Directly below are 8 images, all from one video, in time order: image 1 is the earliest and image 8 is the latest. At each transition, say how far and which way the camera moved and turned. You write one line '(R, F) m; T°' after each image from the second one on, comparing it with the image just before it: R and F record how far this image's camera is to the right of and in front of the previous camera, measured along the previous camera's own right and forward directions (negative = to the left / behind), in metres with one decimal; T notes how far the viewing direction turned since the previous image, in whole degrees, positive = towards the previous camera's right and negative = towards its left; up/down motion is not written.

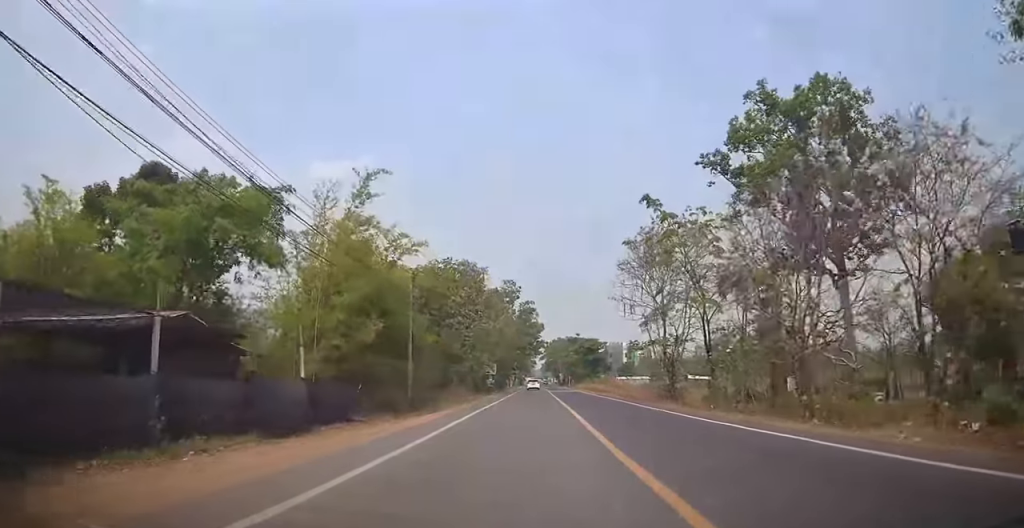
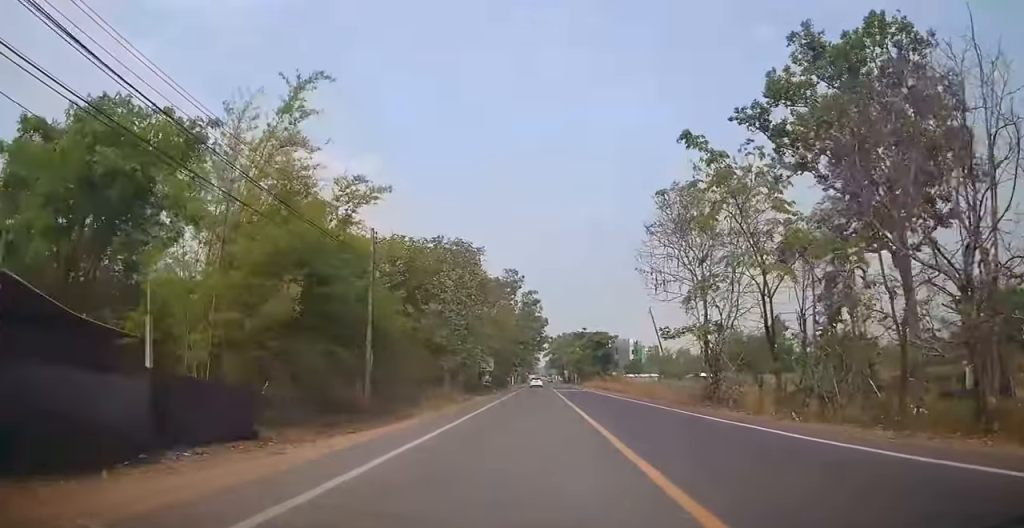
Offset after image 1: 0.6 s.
(0.0, +7.6) m; 0°
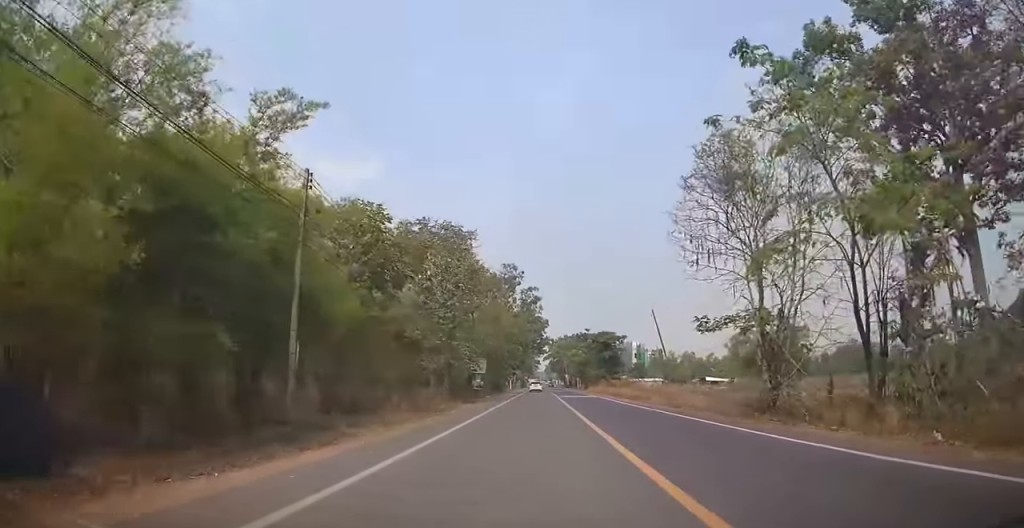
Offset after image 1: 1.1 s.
(0.0, +6.7) m; 0°
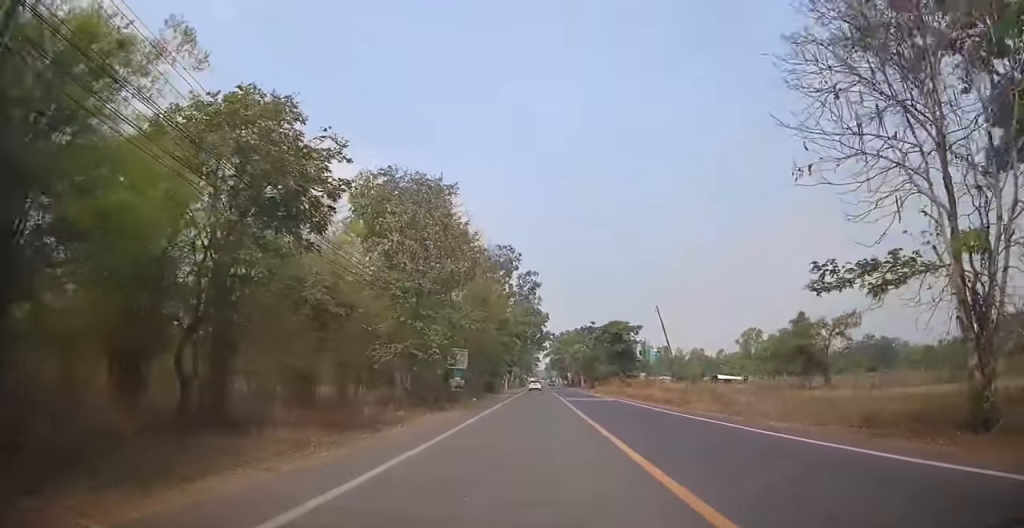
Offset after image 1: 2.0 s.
(0.0, +10.4) m; 0°
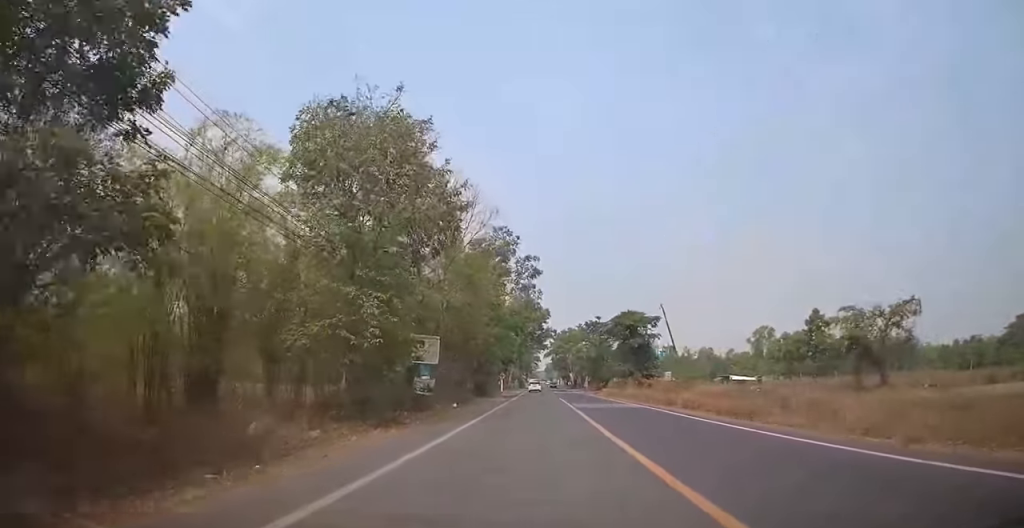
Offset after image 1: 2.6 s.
(0.0, +8.5) m; +1°
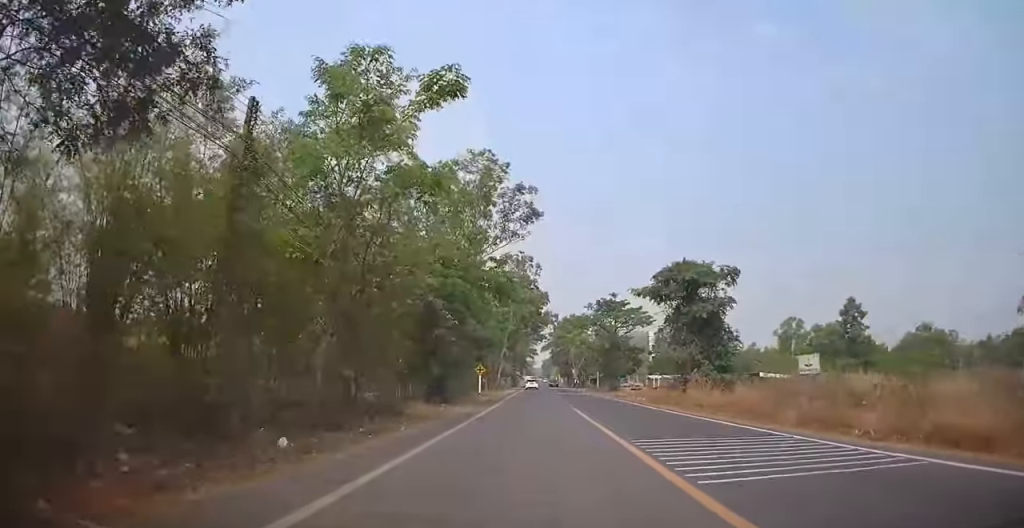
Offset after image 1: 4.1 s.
(+0.2, +19.6) m; 0°
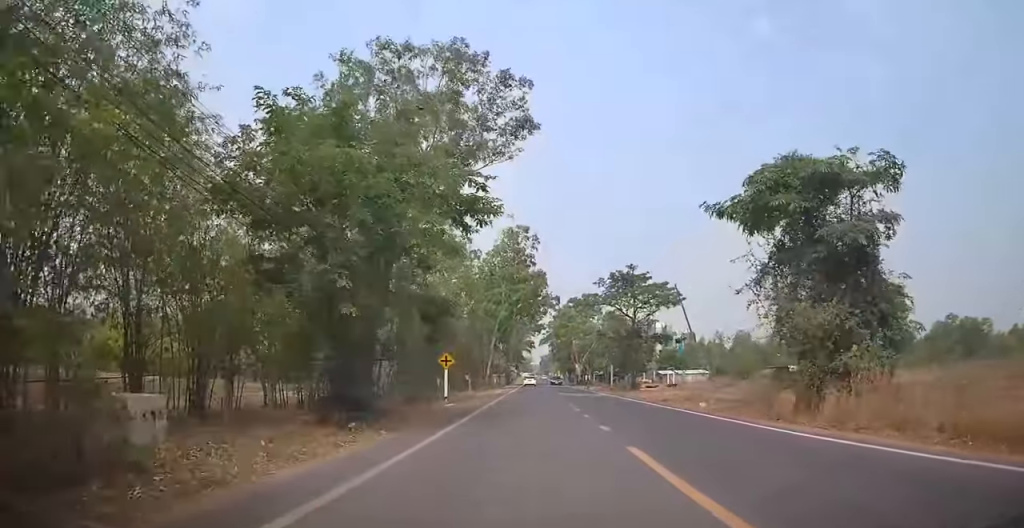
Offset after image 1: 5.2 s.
(-0.1, +14.1) m; 0°
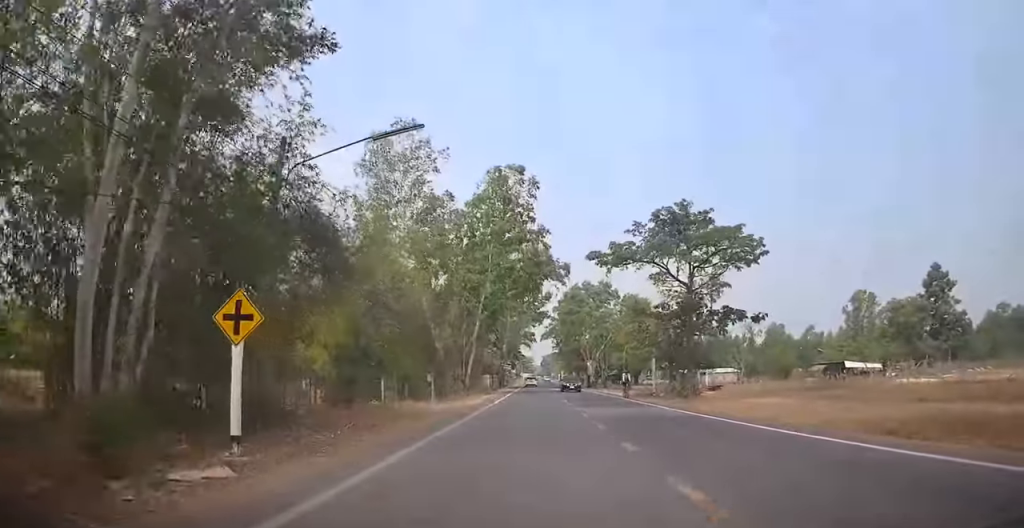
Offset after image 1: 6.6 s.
(0.0, +18.8) m; 0°
